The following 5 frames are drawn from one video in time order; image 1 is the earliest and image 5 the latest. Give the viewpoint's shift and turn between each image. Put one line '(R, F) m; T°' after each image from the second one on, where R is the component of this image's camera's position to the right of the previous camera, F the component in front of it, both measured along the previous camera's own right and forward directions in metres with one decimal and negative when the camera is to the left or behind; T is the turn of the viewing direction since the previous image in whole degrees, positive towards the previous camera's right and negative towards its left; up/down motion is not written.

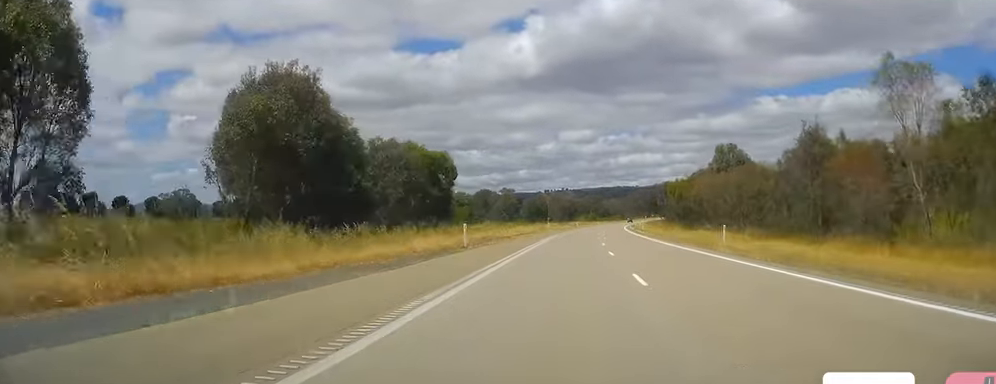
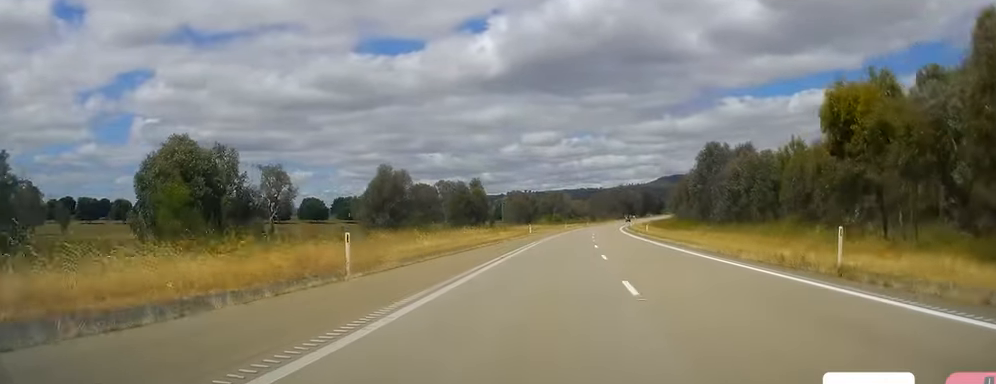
(+1.9, +76.7) m; +3°
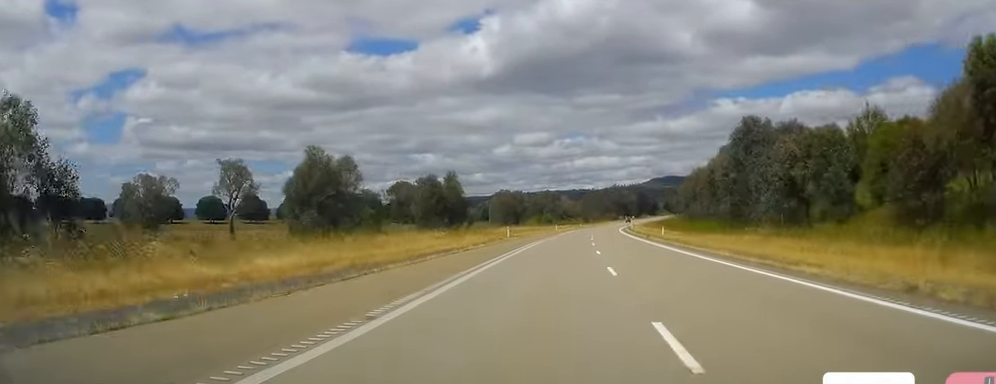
(+0.1, +19.2) m; +1°
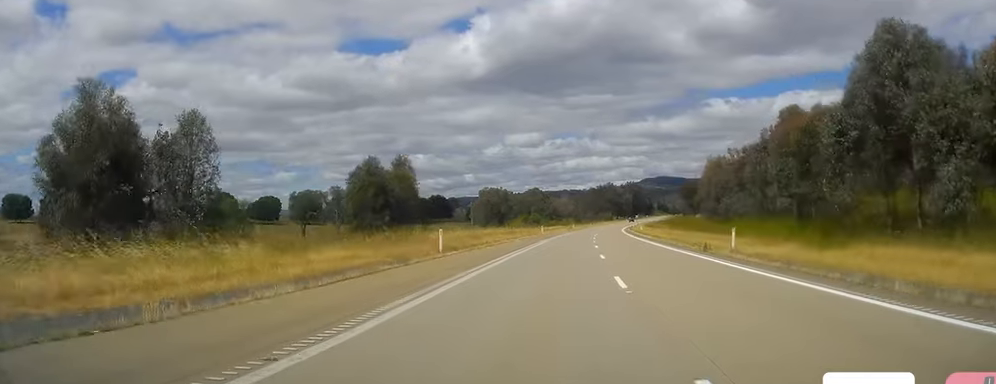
(+0.3, +27.8) m; -1°
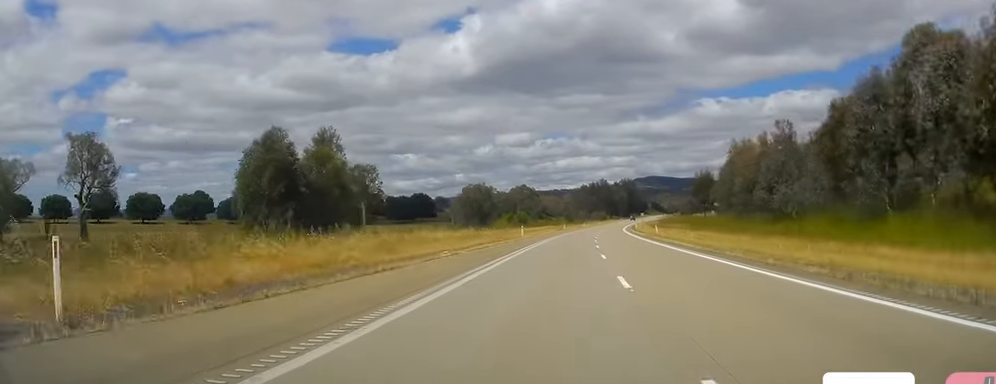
(-0.6, +24.0) m; 0°
